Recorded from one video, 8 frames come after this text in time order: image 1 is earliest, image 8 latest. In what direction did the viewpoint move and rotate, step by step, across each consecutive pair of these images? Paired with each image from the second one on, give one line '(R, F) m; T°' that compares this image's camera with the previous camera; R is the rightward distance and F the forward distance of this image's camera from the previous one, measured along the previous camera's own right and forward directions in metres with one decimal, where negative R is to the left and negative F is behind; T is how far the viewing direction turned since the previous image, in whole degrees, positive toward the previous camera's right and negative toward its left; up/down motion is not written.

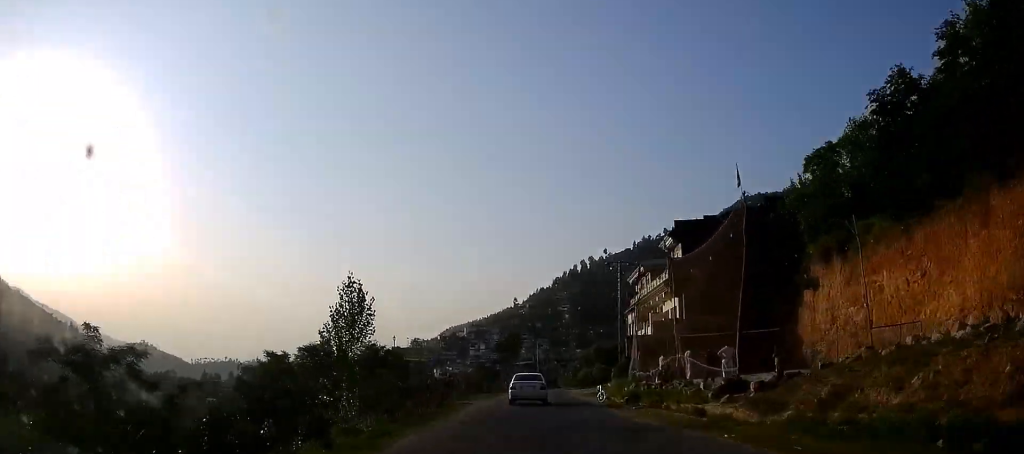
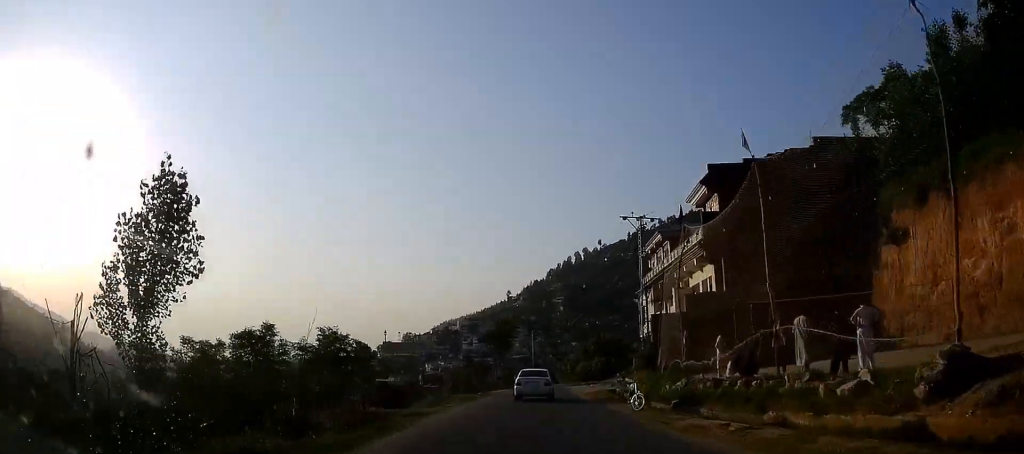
(+0.2, +11.2) m; +1°
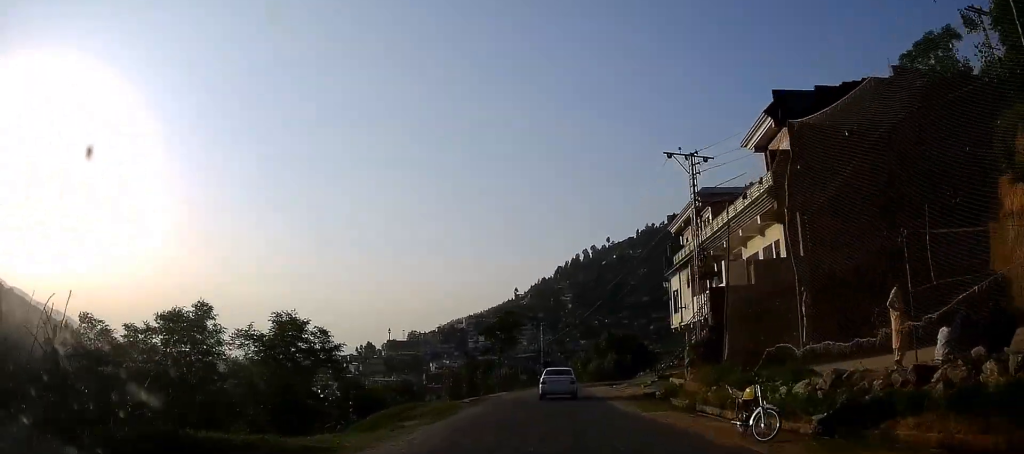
(+0.2, +9.9) m; 0°
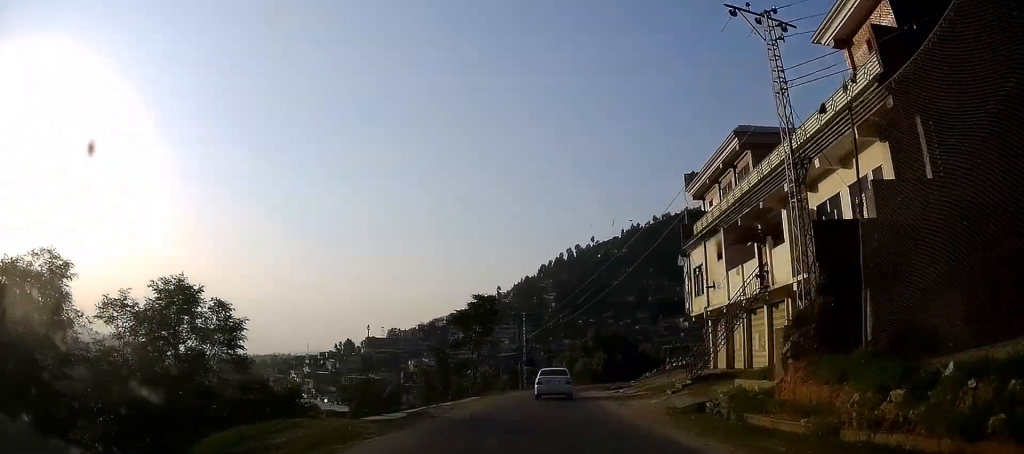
(-0.1, +10.4) m; 0°
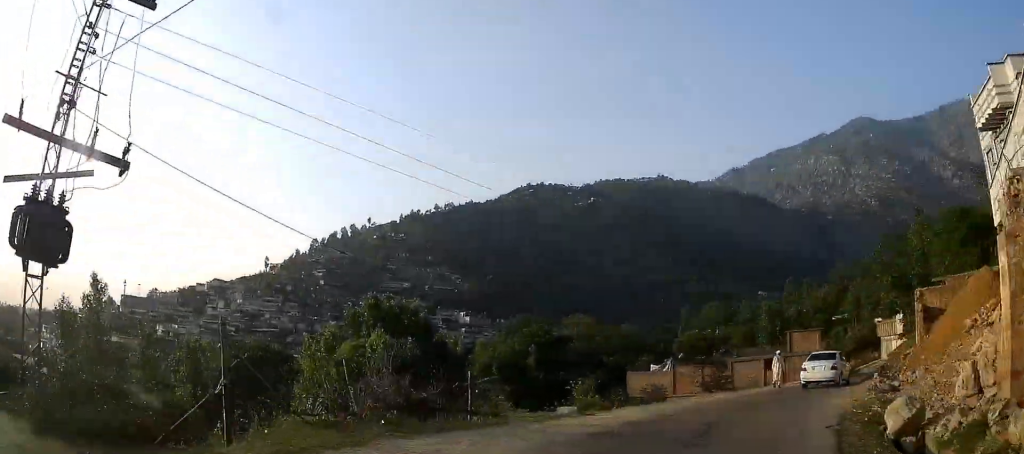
(+1.2, +45.3) m; +16°
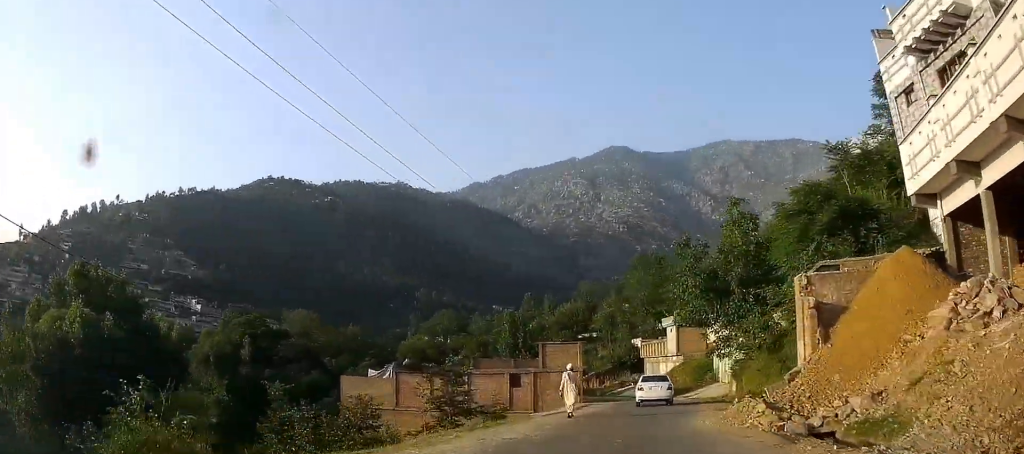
(+2.2, +11.7) m; +20°
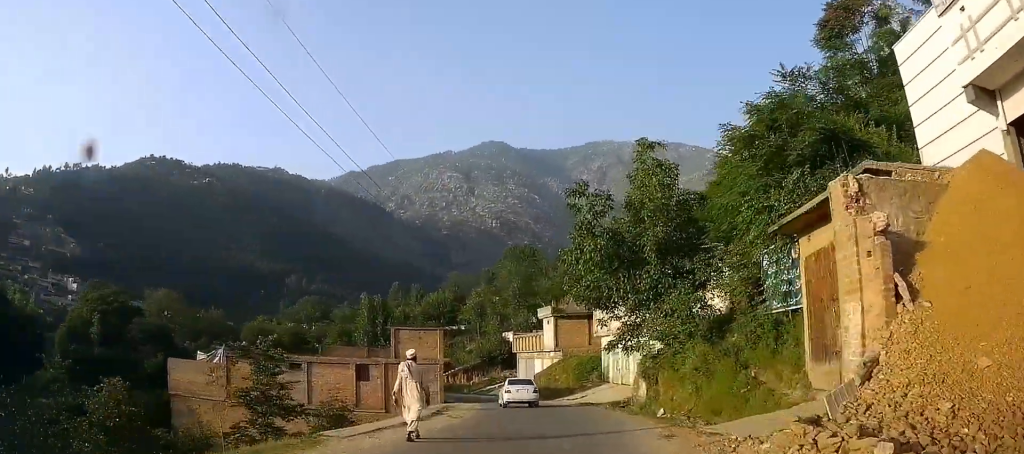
(+1.6, +8.7) m; +10°
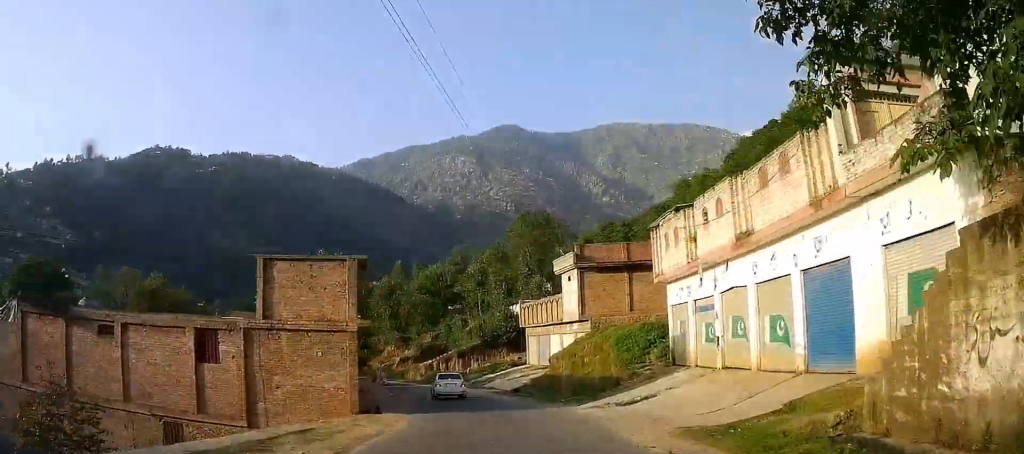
(+3.1, +20.0) m; +11°
